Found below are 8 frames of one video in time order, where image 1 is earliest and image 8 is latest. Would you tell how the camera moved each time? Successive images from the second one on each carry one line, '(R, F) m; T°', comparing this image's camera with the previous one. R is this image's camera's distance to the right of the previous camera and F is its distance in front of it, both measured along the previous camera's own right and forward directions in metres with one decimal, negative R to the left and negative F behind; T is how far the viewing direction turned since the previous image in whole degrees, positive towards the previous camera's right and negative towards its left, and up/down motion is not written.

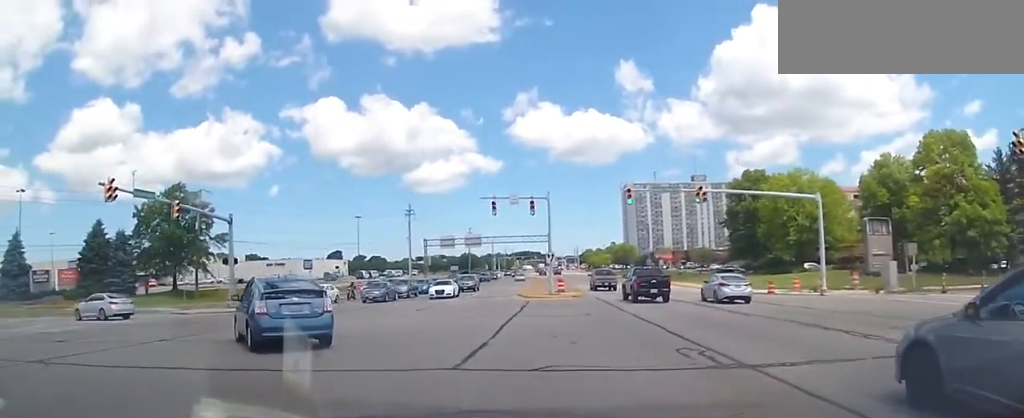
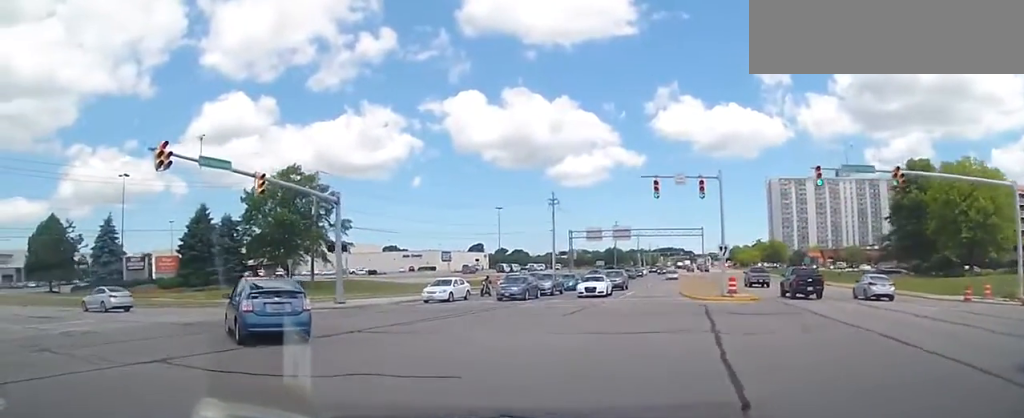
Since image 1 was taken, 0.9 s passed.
(-0.6, +7.0) m; -11°
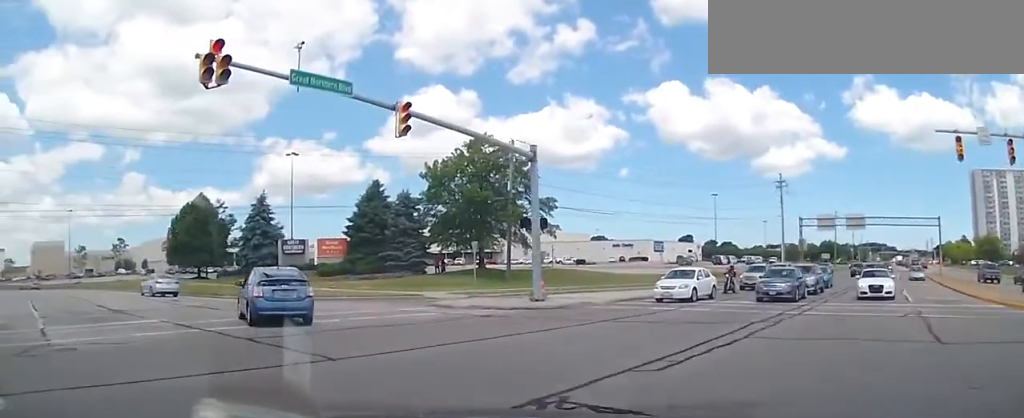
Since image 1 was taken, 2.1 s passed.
(-1.8, +9.5) m; -24°
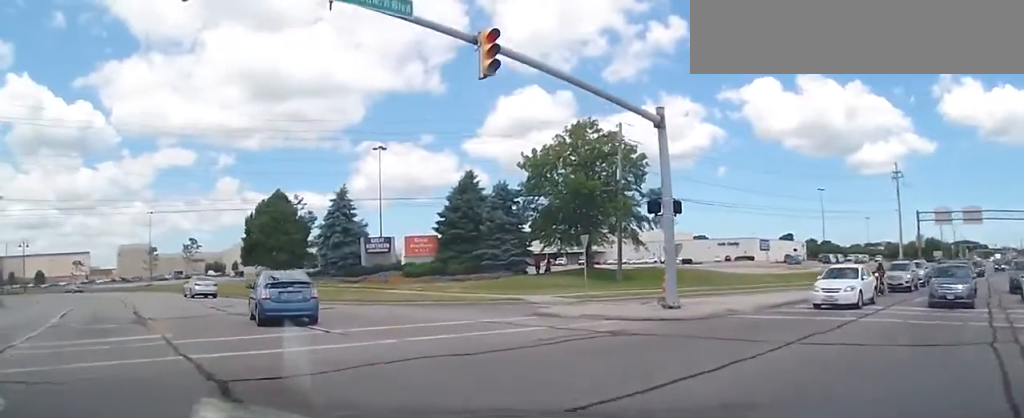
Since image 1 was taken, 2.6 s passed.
(-0.7, +4.9) m; -10°
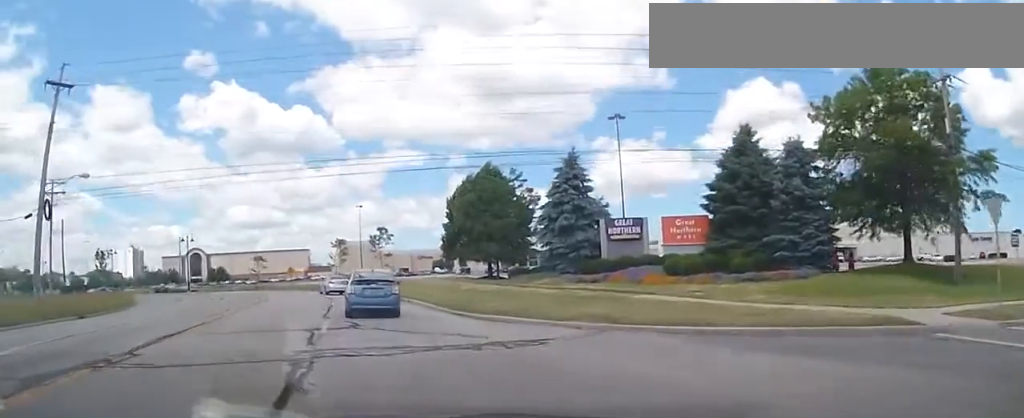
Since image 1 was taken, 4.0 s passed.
(-2.3, +13.2) m; -21°
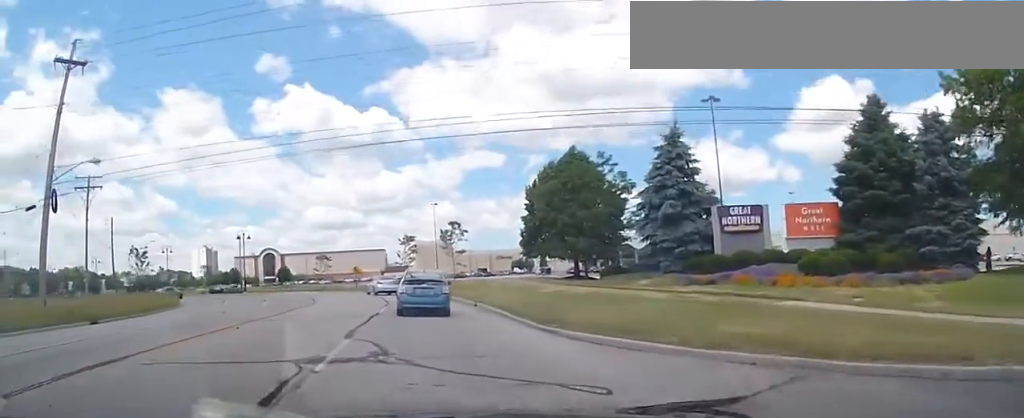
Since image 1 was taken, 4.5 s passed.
(-0.8, +5.5) m; -6°
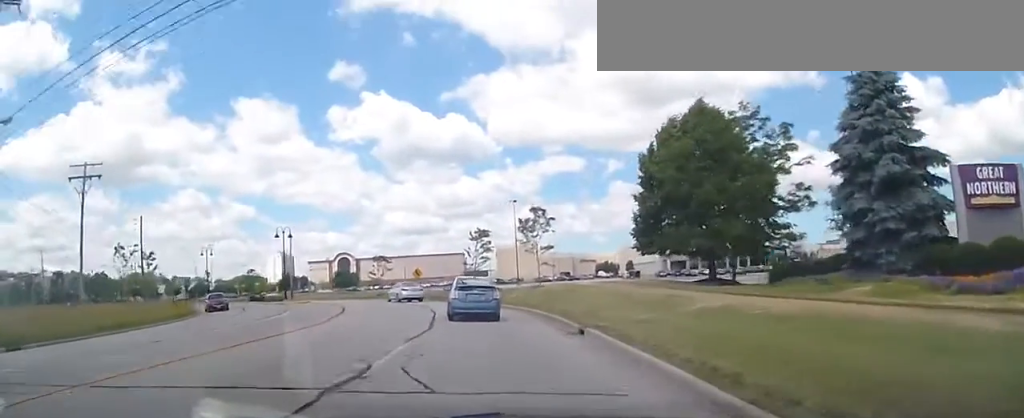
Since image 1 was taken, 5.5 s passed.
(-0.5, +11.2) m; -5°
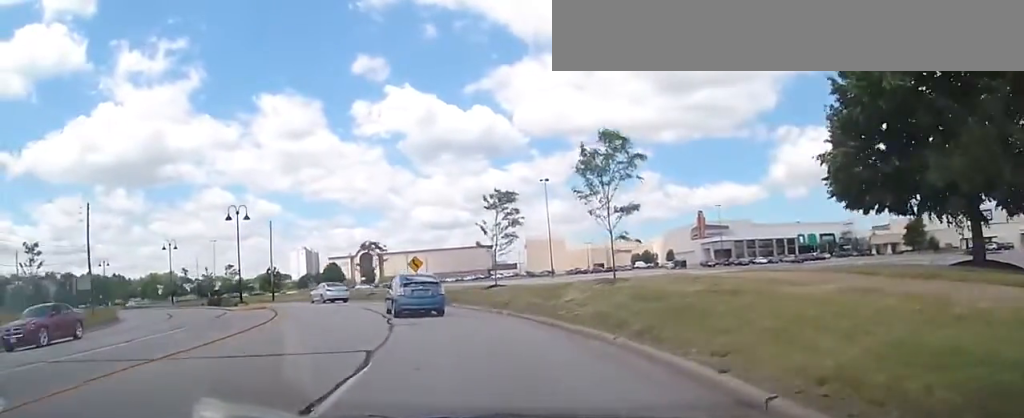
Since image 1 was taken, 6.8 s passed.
(-0.8, +15.3) m; -7°
